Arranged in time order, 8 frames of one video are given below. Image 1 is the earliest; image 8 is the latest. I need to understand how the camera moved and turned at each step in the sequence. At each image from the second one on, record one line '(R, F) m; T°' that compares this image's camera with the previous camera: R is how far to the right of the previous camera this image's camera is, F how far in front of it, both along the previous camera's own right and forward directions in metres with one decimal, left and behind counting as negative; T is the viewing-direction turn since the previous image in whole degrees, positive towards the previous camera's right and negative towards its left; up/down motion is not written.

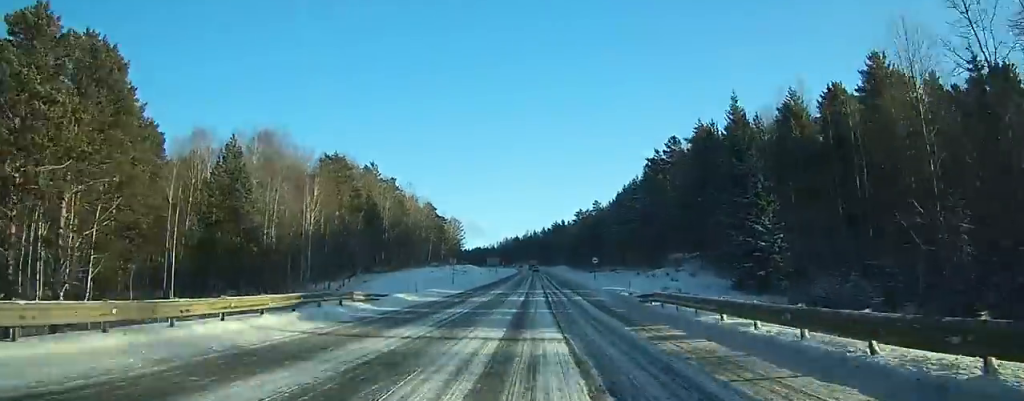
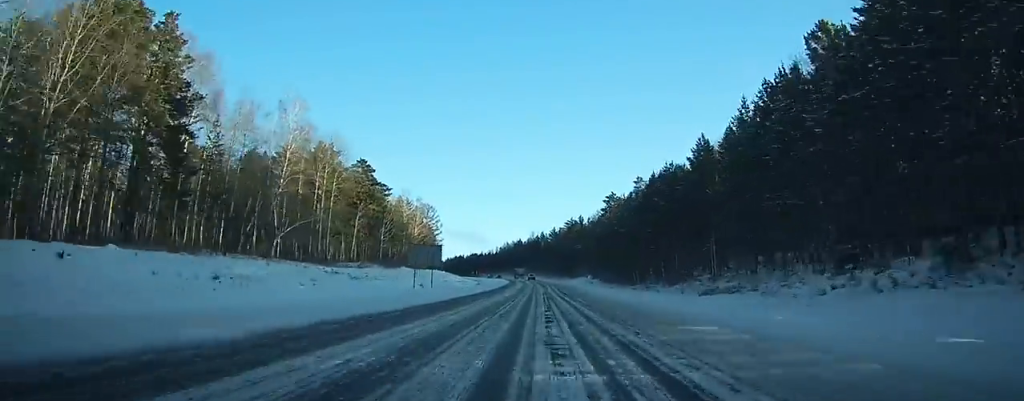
(-0.9, +88.1) m; 0°
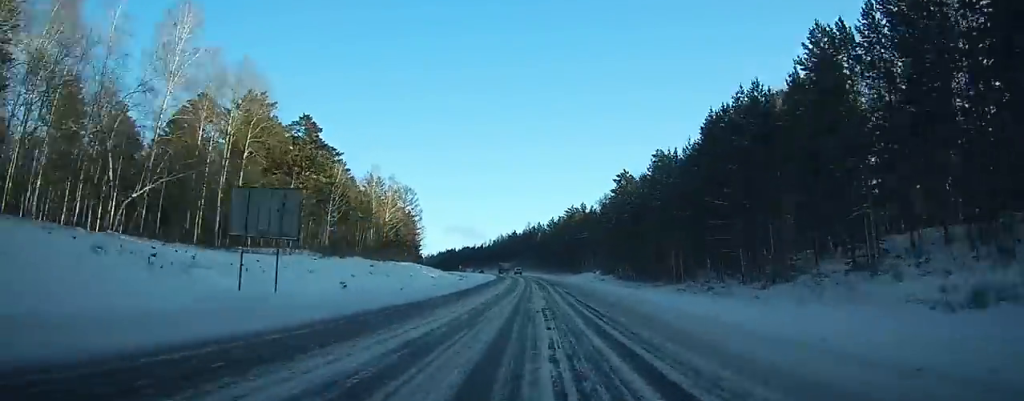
(0.0, +29.3) m; 0°
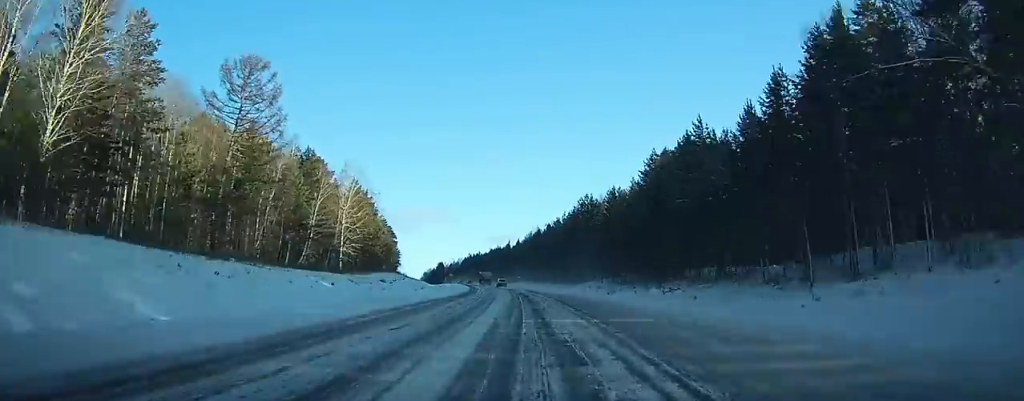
(-2.5, +109.5) m; -4°
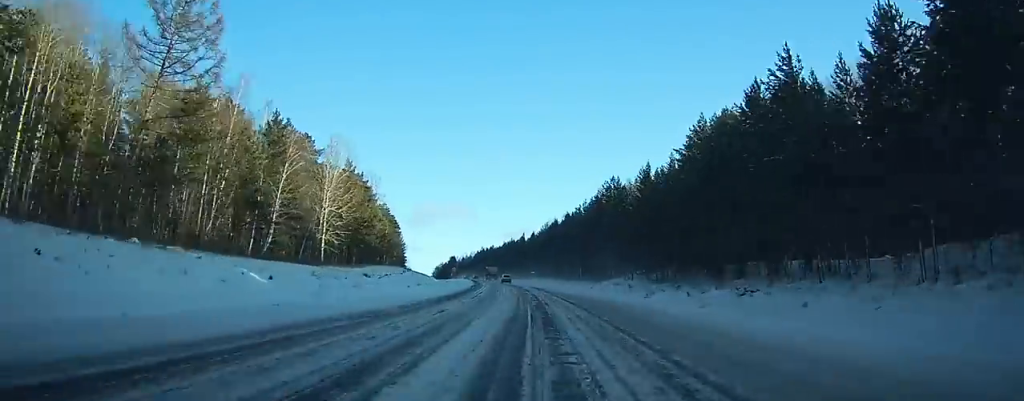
(-0.4, +16.9) m; -1°
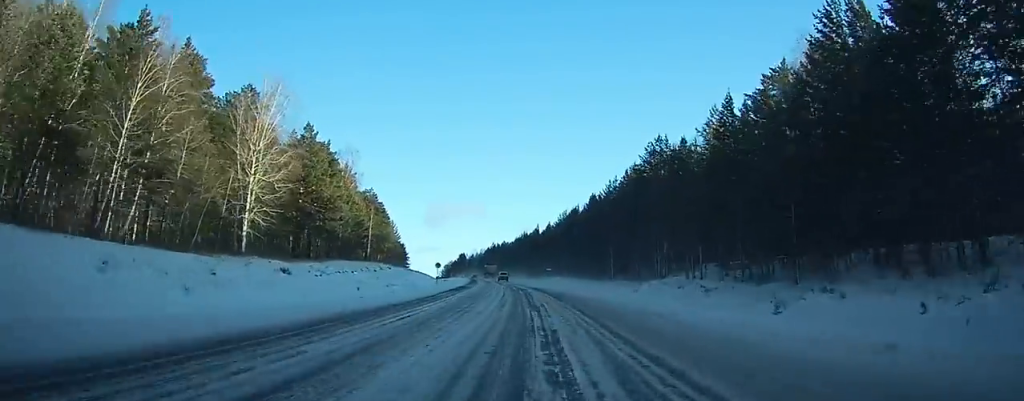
(-0.4, +29.4) m; -2°
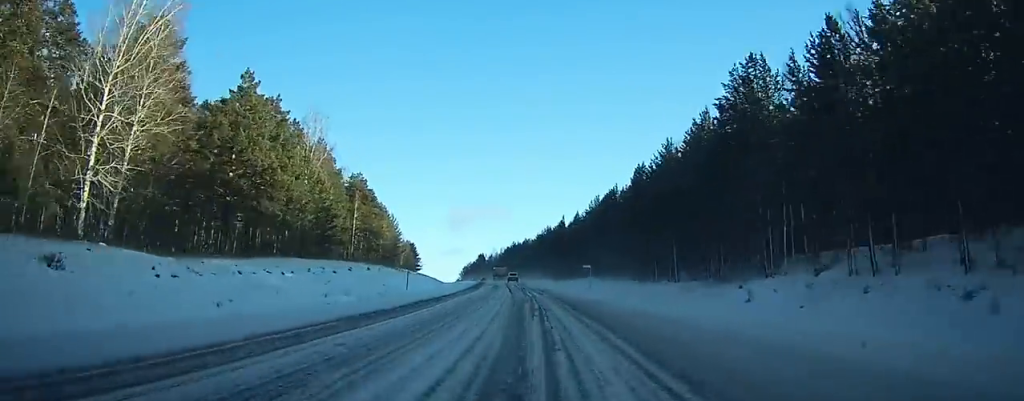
(-0.5, +27.8) m; -2°
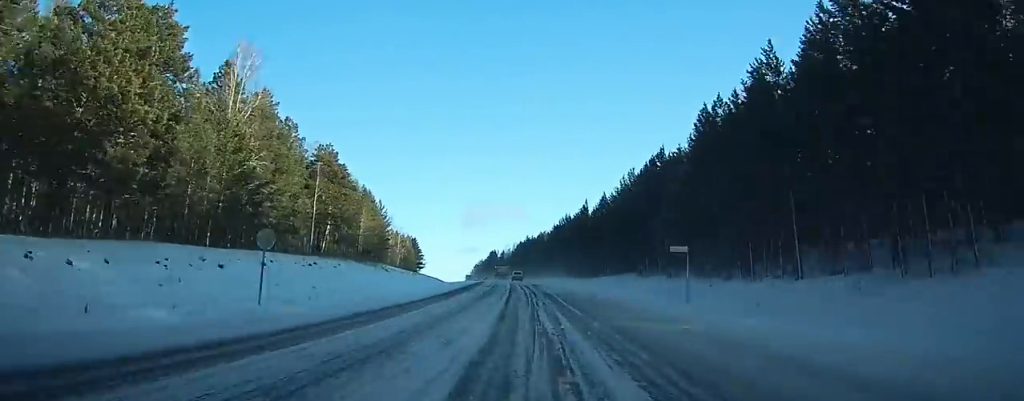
(-0.6, +26.4) m; -2°
